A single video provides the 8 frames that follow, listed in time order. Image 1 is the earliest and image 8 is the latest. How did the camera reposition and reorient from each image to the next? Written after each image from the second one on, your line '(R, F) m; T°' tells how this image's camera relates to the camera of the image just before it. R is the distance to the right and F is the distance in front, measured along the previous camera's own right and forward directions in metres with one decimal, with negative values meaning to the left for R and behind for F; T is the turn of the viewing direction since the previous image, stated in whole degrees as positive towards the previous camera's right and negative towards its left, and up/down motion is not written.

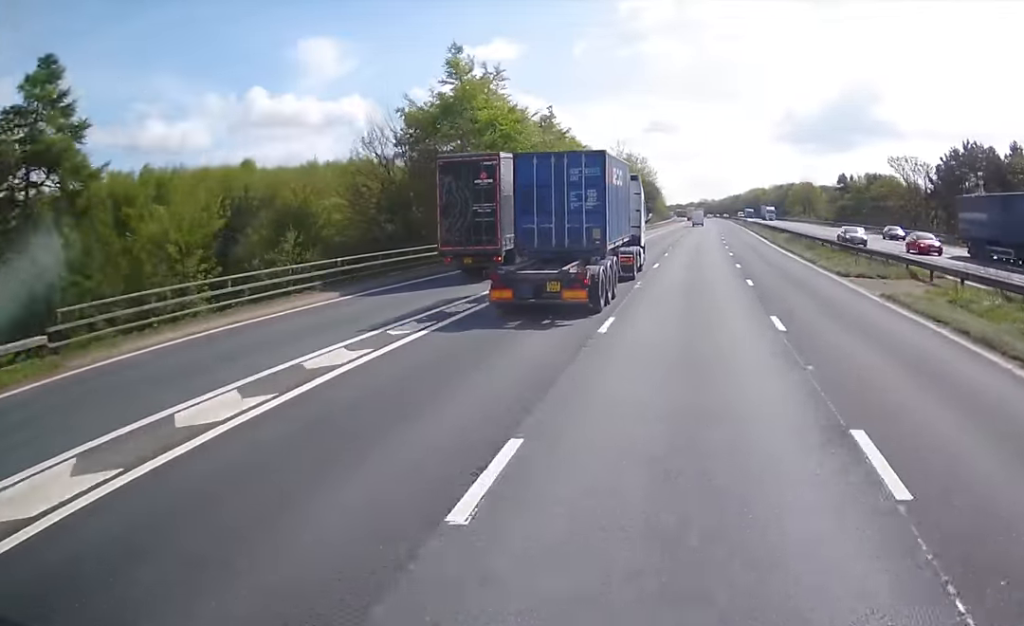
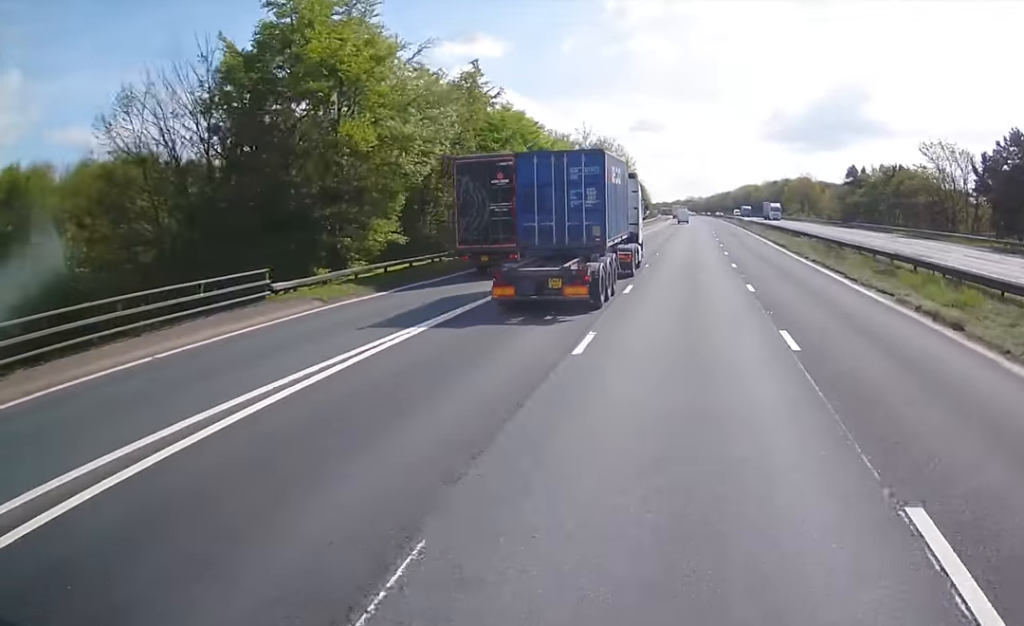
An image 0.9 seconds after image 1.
(0.0, +19.7) m; +1°
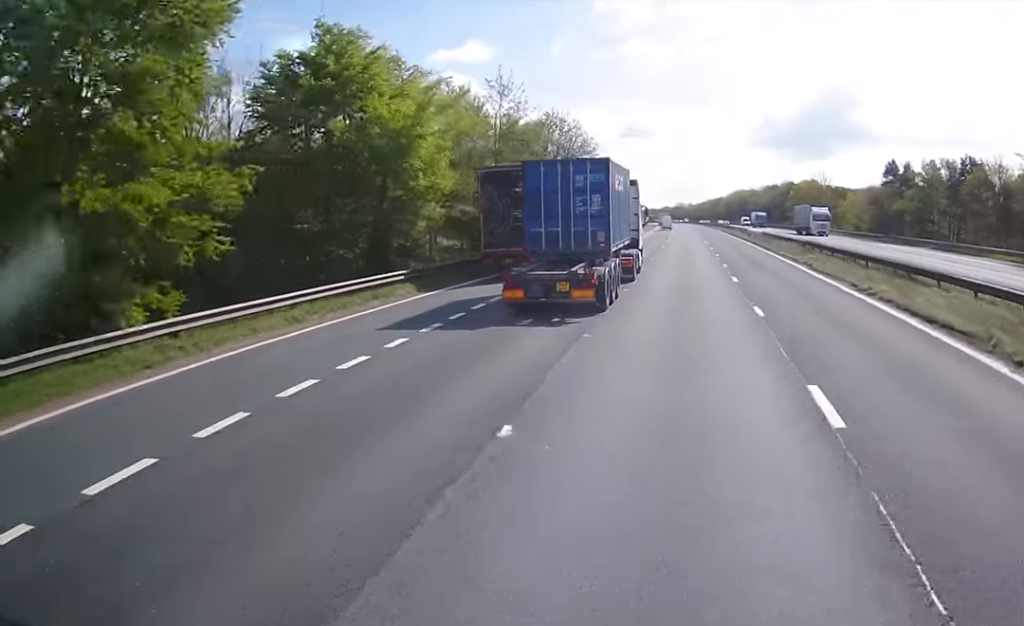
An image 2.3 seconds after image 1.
(+0.6, +30.6) m; +1°
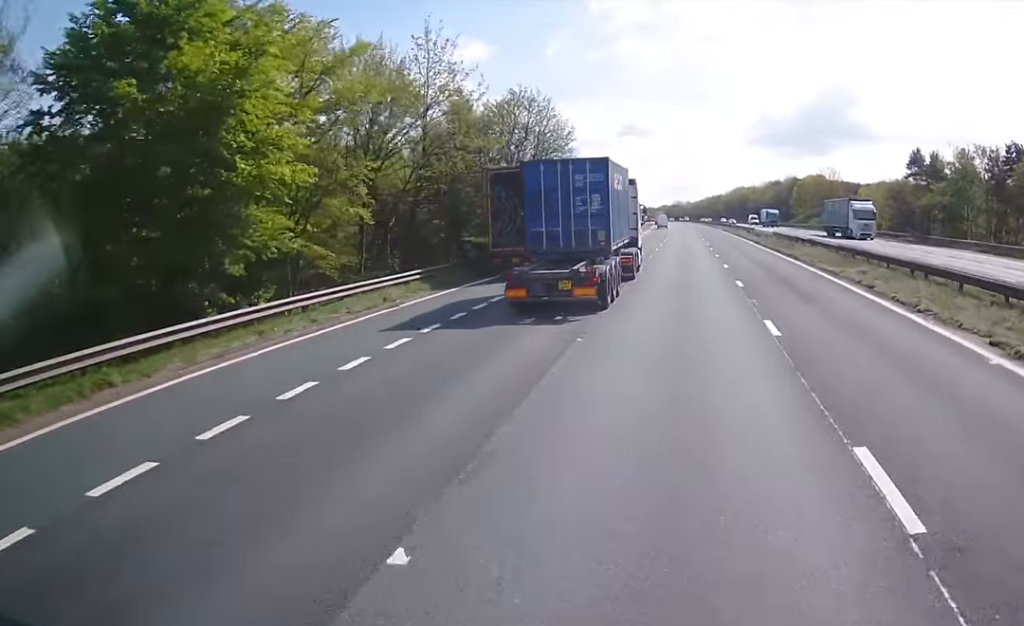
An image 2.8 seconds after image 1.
(-0.2, +11.7) m; 0°
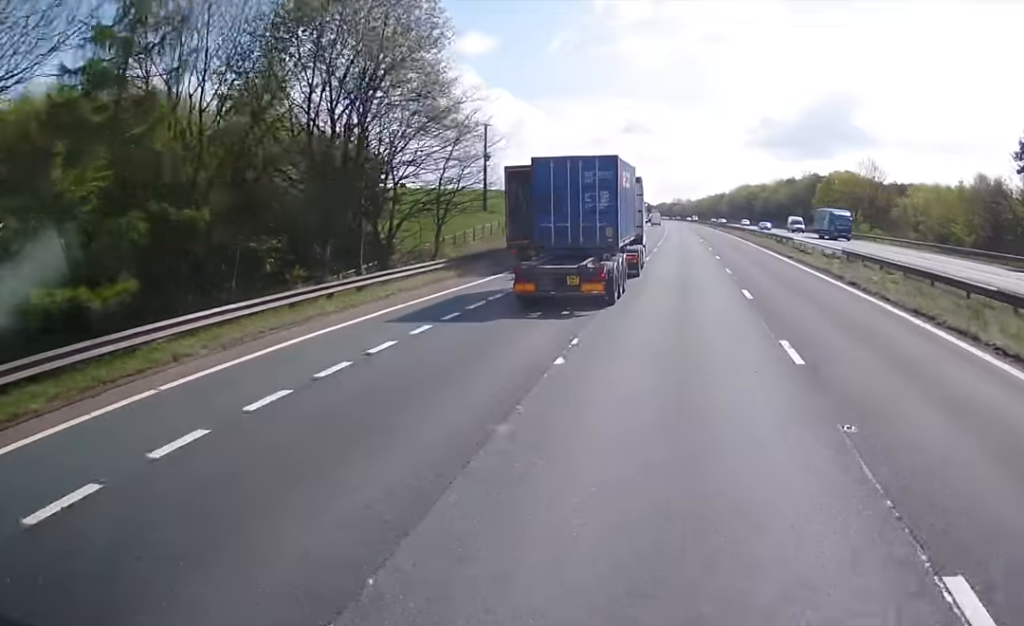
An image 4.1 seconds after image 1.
(+0.2, +28.6) m; -1°
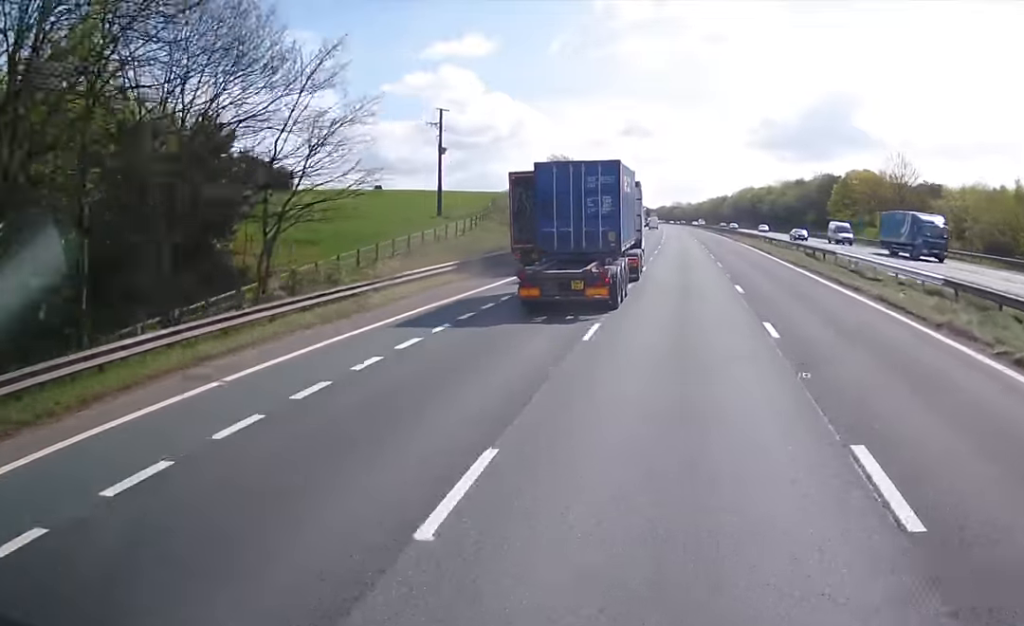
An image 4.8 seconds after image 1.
(-0.3, +14.9) m; -2°
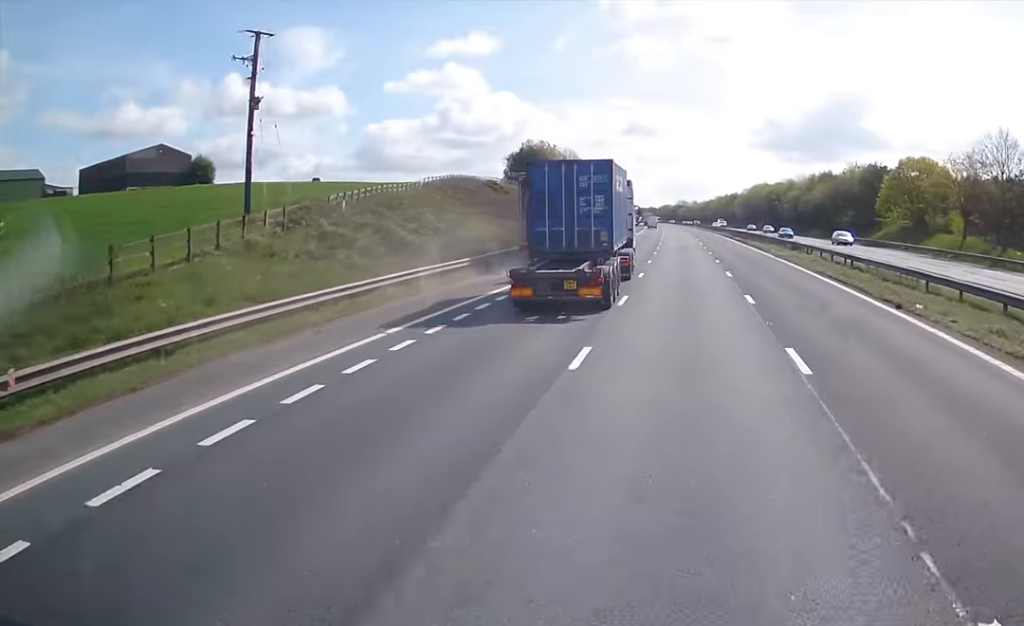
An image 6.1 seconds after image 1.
(-1.1, +30.0) m; -3°
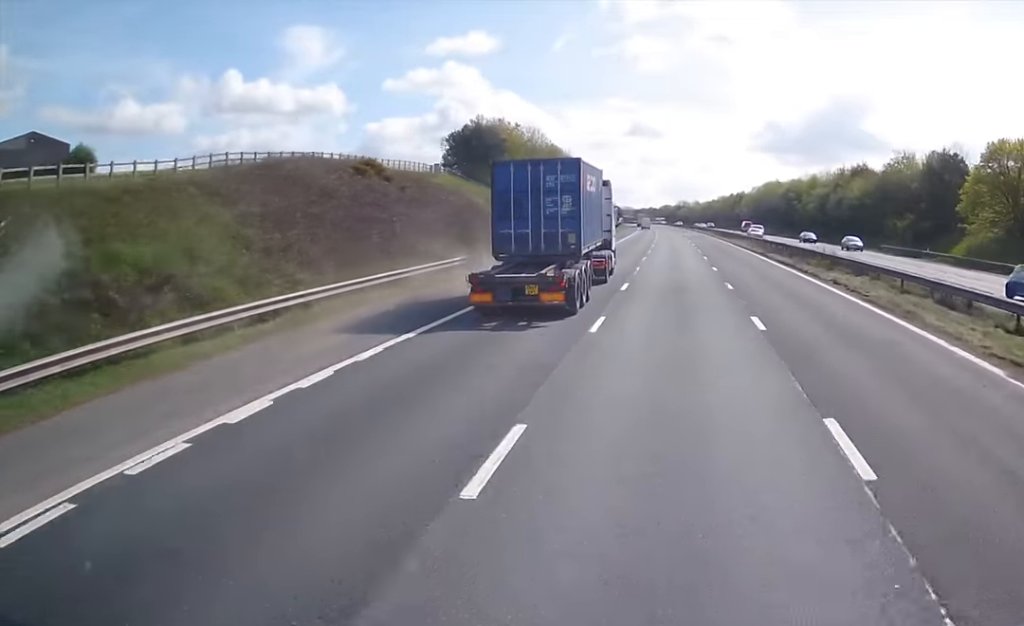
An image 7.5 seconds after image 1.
(0.0, +30.2) m; +1°
